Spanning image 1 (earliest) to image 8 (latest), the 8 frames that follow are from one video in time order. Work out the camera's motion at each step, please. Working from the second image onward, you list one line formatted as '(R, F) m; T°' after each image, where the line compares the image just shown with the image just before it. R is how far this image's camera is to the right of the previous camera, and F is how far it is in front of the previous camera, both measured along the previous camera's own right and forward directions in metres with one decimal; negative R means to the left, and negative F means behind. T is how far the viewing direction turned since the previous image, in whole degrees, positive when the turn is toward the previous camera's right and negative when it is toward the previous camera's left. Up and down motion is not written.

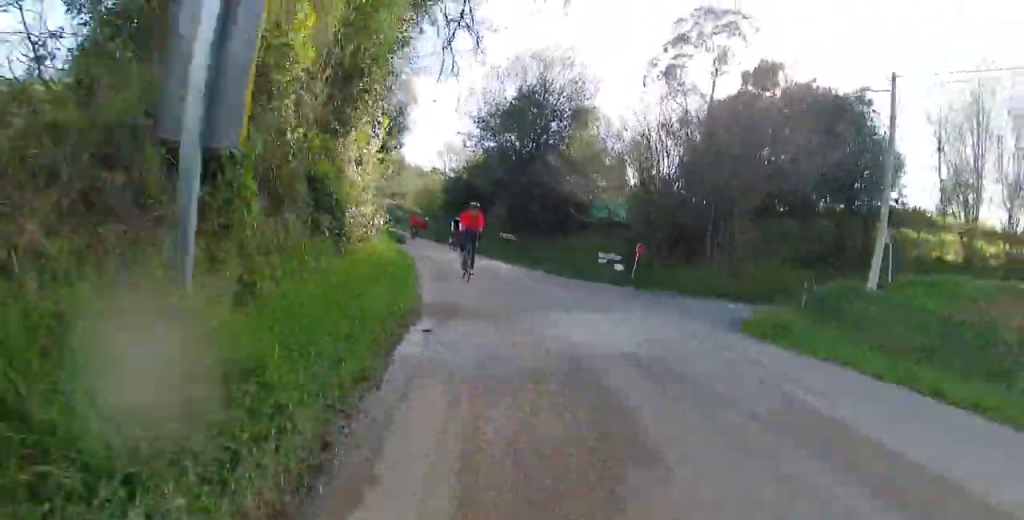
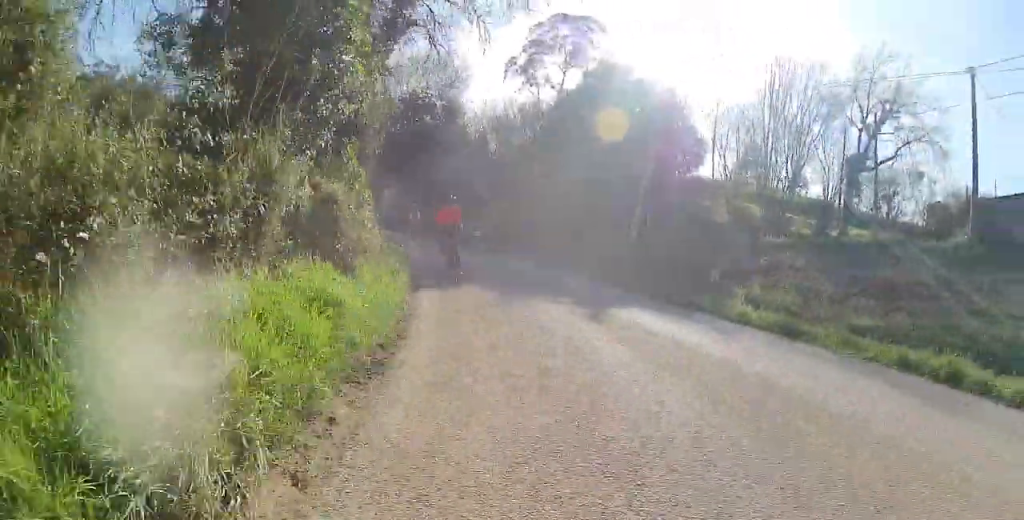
(+1.3, +12.4) m; +6°
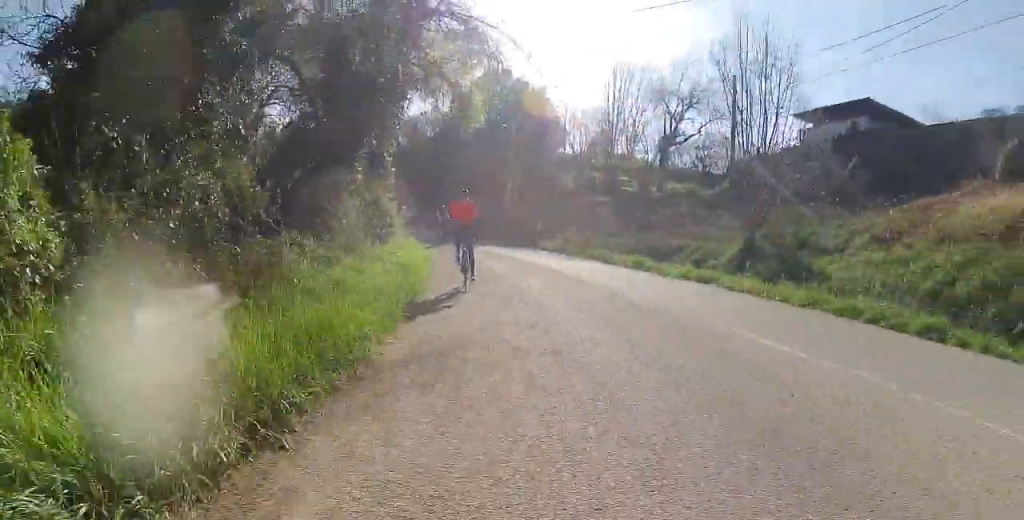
(0.0, +16.7) m; 0°
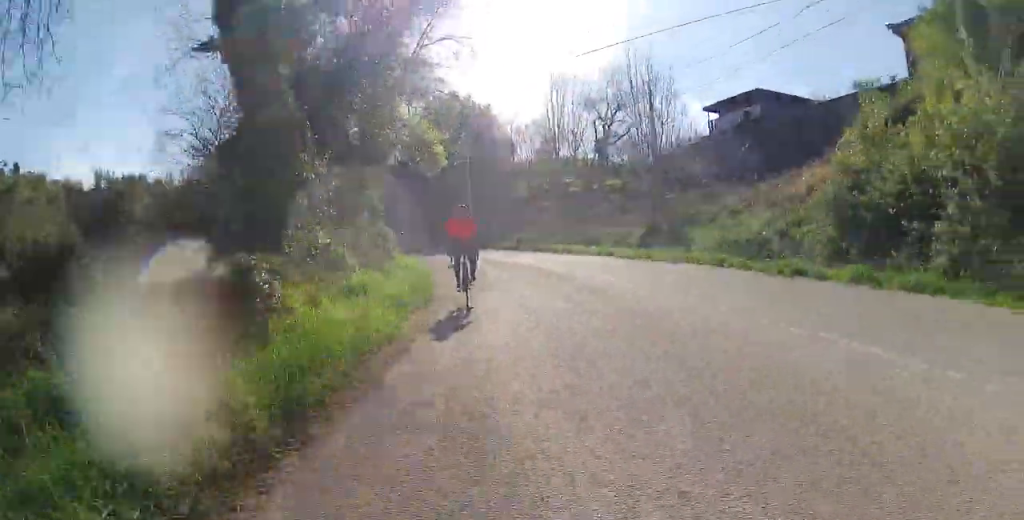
(0.0, +7.8) m; 0°
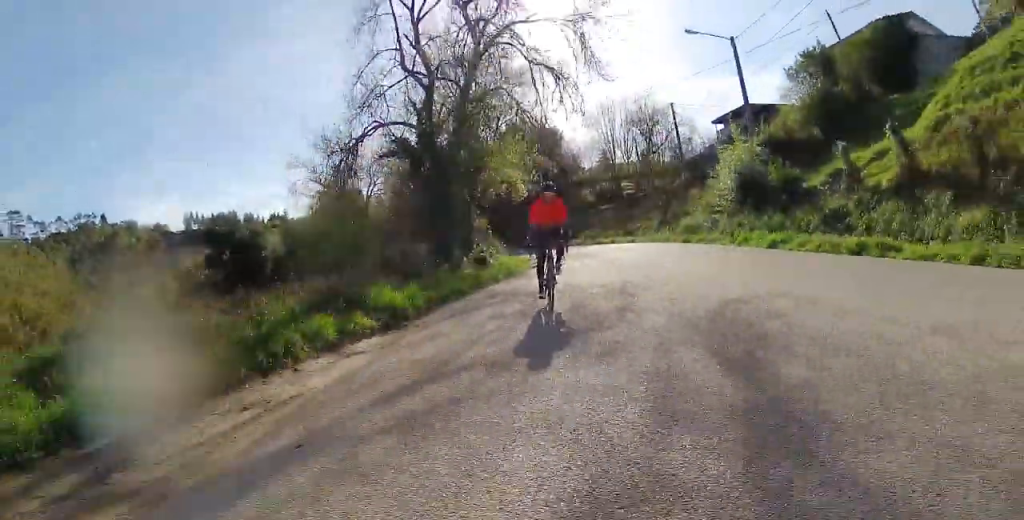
(0.0, +16.4) m; -2°
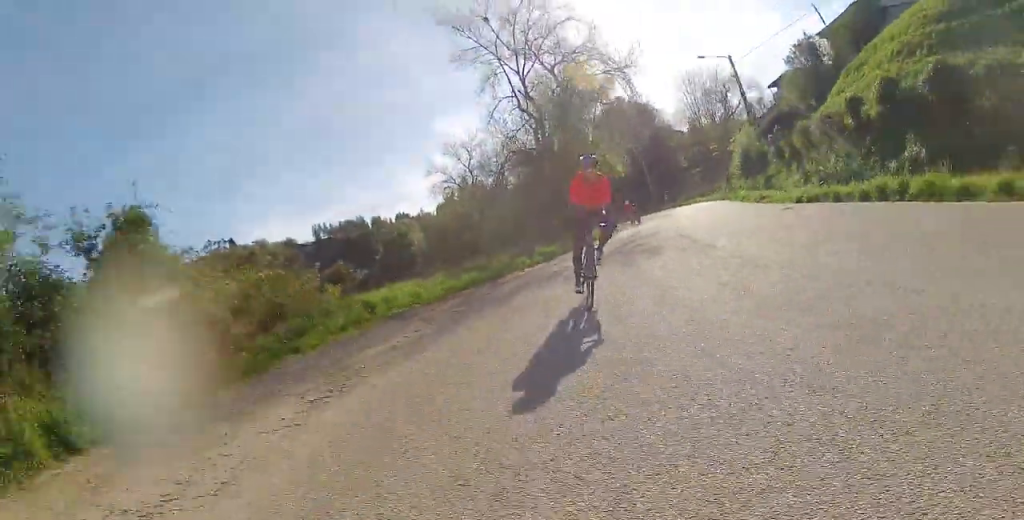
(-0.5, +13.1) m; -11°
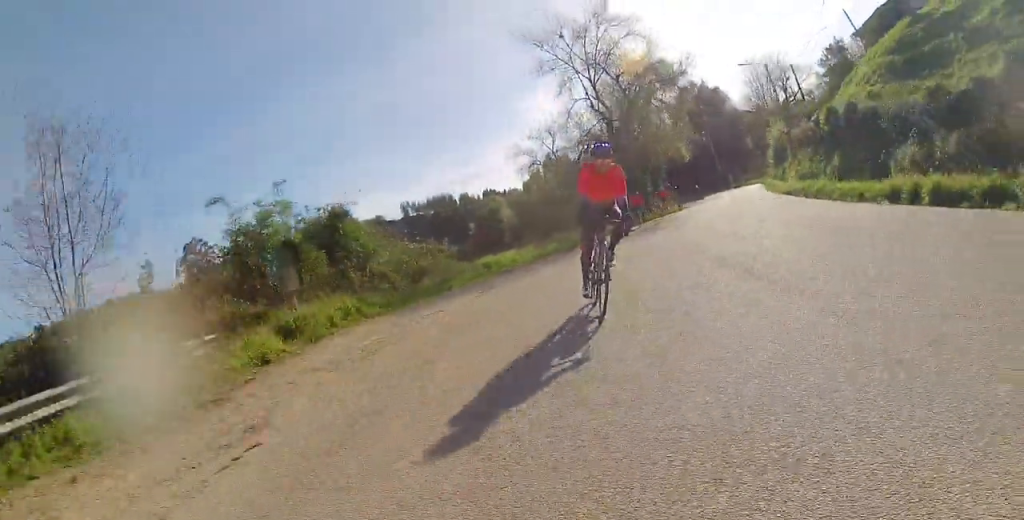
(-0.5, +6.8) m; -12°
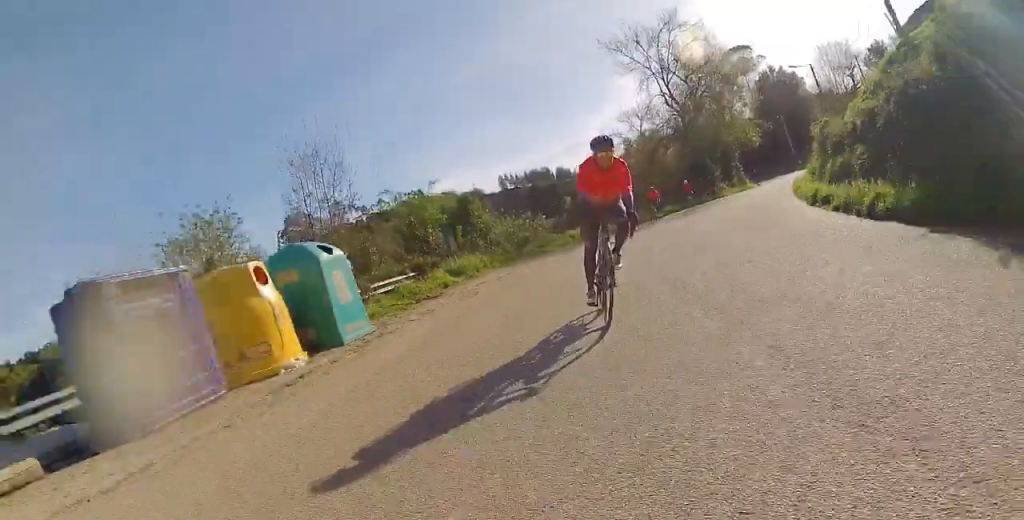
(-0.5, +7.2) m; -15°
